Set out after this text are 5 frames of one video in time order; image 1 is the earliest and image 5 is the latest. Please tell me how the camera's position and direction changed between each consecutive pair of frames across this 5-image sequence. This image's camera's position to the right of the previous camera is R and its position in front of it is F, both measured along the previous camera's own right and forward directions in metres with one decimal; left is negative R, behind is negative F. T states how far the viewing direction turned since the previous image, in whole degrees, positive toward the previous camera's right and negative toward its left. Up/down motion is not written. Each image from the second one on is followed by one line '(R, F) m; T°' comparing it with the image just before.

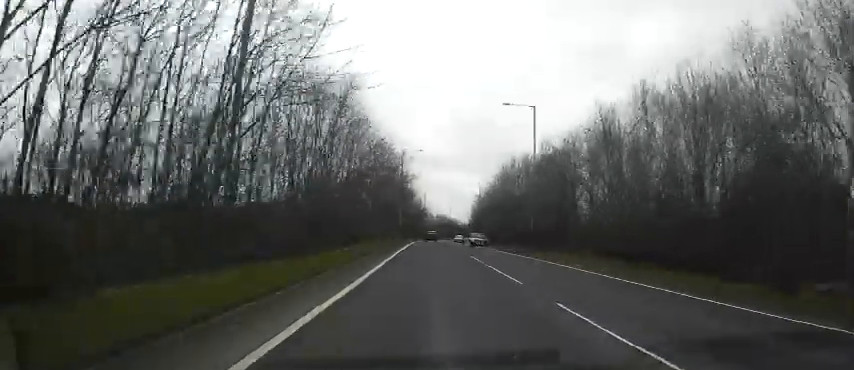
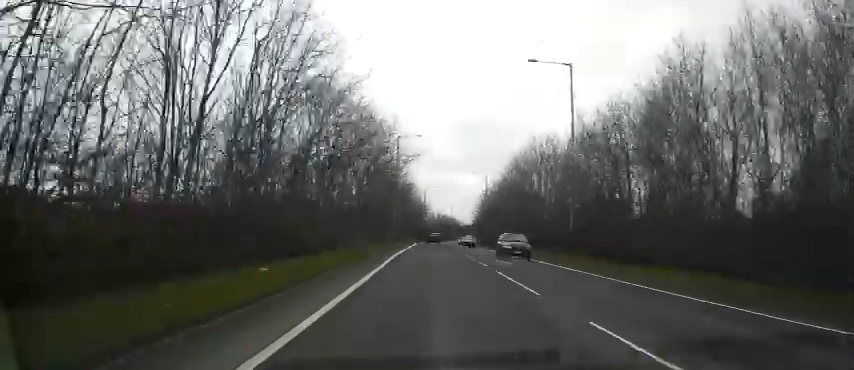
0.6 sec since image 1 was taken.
(-0.3, +8.9) m; -1°
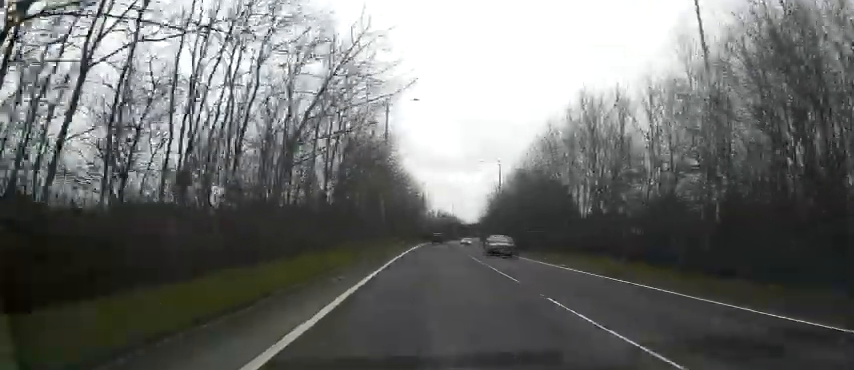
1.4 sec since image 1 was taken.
(-0.6, +10.4) m; -1°
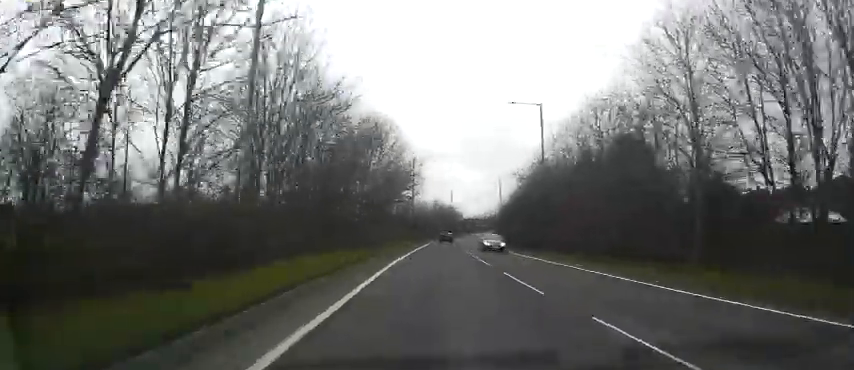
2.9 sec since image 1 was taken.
(+1.1, +31.6) m; +3°
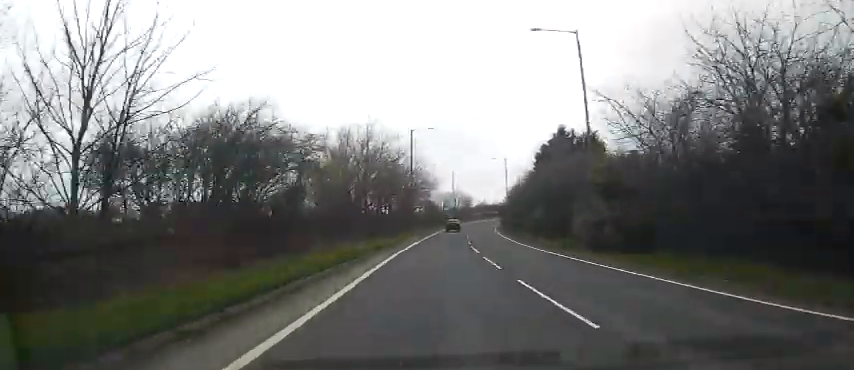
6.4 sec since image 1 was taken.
(+2.8, +71.1) m; +6°
